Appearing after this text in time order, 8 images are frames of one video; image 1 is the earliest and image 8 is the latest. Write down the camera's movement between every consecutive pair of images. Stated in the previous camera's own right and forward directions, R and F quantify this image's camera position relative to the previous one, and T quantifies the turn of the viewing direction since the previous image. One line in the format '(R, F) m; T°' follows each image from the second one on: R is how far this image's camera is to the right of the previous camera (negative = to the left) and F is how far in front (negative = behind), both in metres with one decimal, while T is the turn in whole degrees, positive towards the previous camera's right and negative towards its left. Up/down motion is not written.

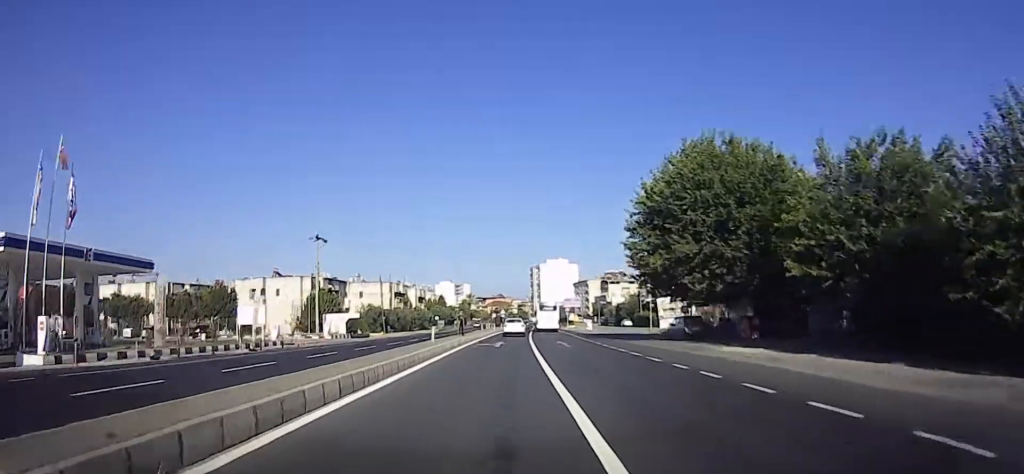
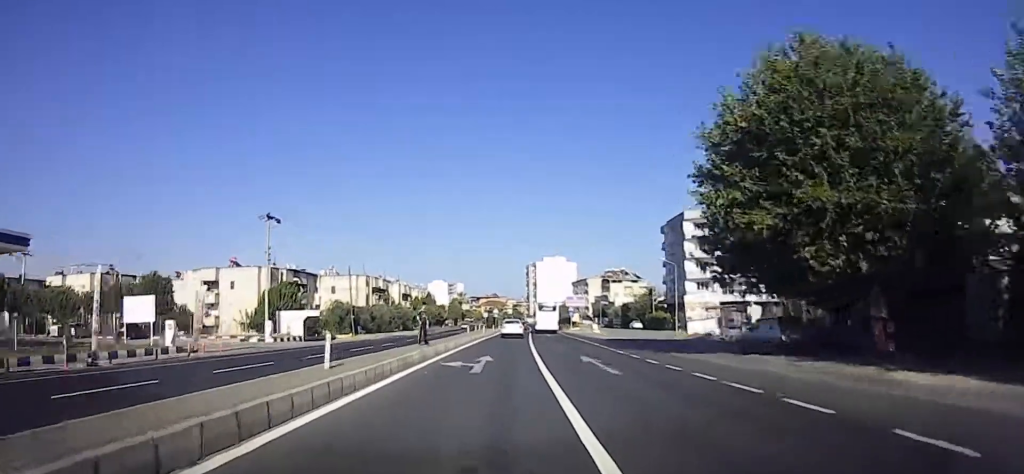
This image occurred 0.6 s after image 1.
(+0.1, +12.8) m; +1°
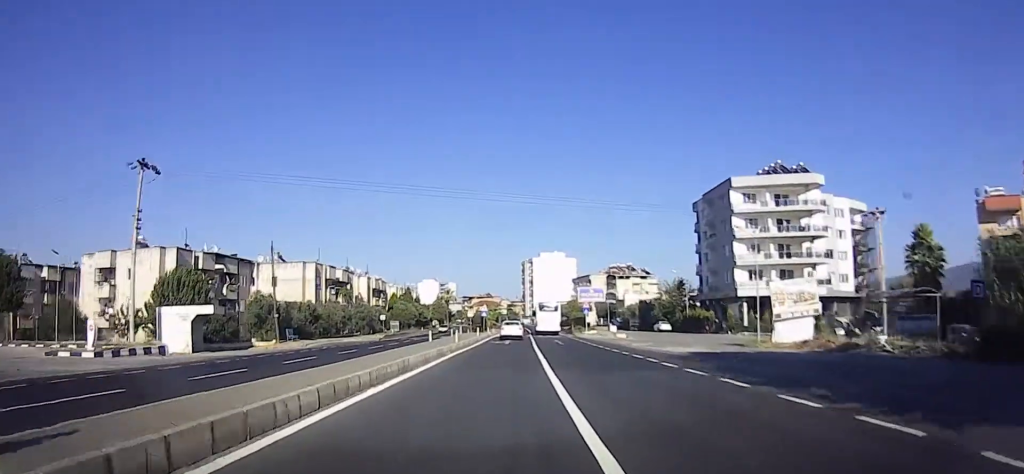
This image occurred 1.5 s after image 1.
(+0.3, +20.4) m; +1°
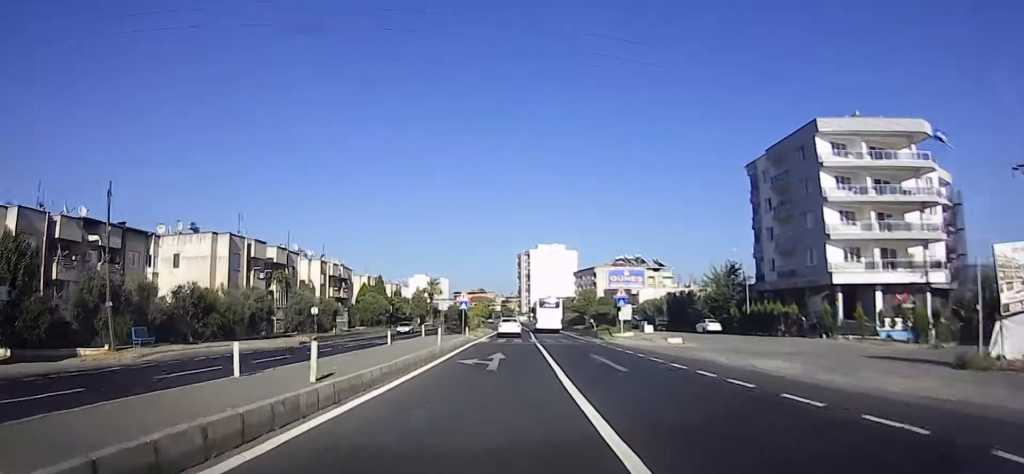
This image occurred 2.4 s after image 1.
(+0.2, +20.5) m; +1°
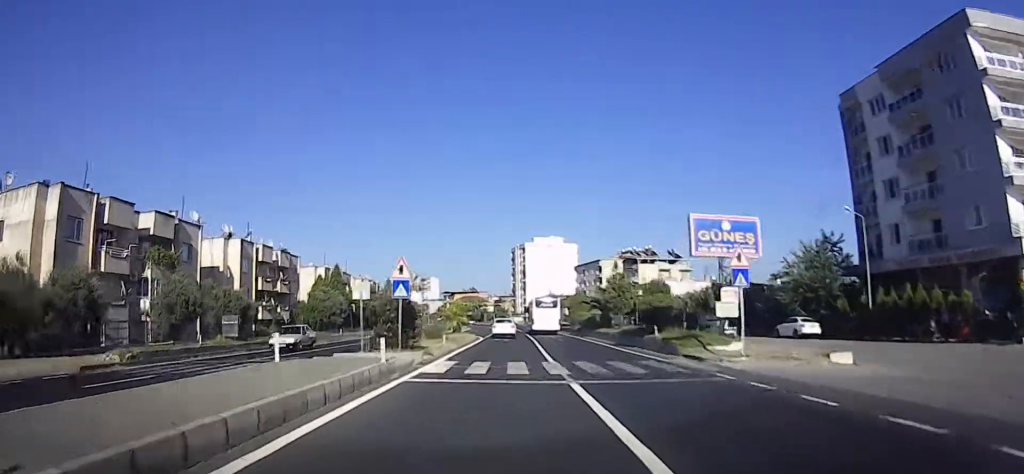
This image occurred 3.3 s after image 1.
(+0.1, +20.5) m; +1°
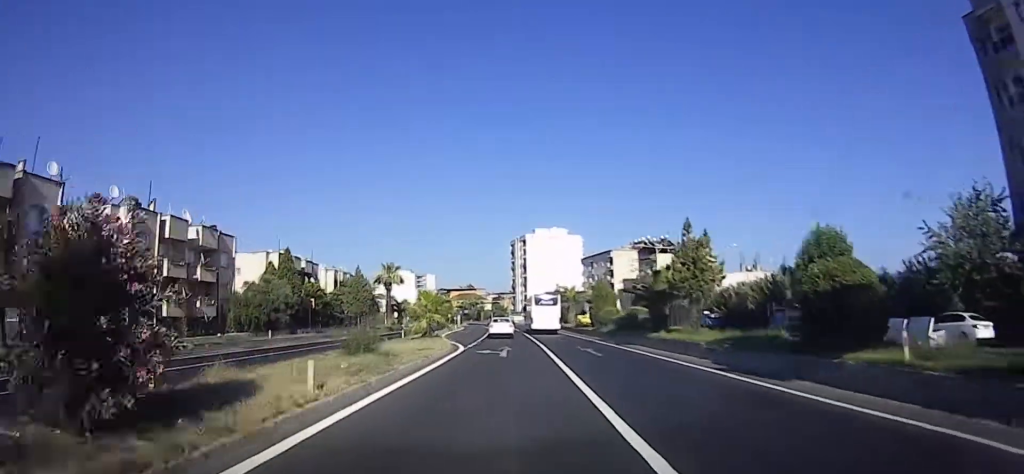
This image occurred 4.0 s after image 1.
(+0.1, +16.7) m; 0°
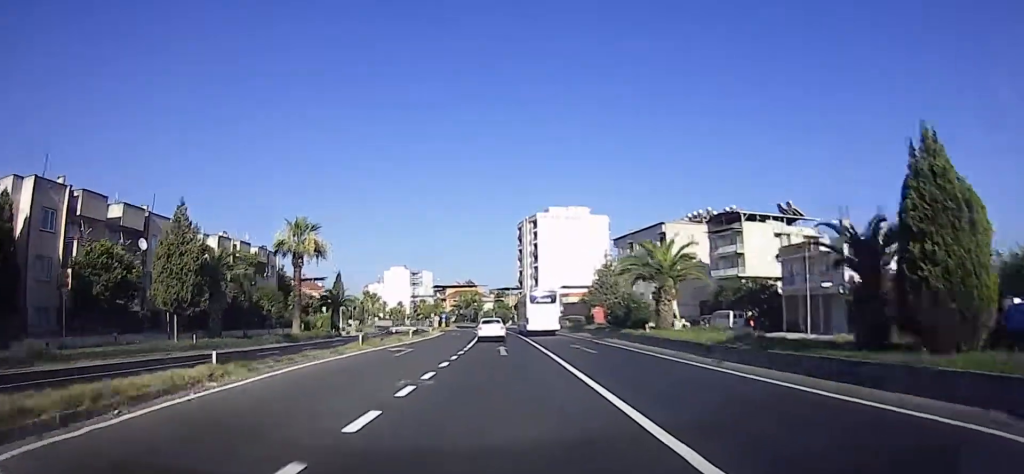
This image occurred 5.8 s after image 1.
(+0.1, +40.1) m; 0°
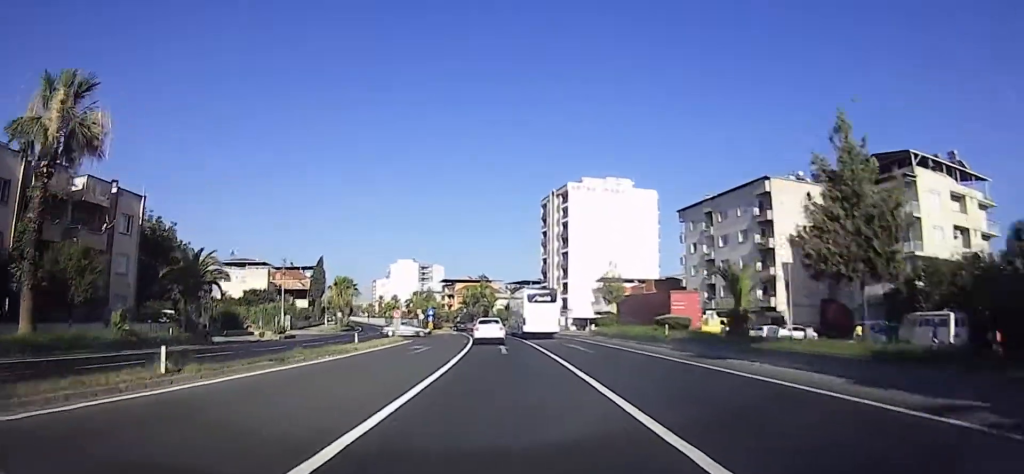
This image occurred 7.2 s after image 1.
(-0.2, +33.5) m; -1°
